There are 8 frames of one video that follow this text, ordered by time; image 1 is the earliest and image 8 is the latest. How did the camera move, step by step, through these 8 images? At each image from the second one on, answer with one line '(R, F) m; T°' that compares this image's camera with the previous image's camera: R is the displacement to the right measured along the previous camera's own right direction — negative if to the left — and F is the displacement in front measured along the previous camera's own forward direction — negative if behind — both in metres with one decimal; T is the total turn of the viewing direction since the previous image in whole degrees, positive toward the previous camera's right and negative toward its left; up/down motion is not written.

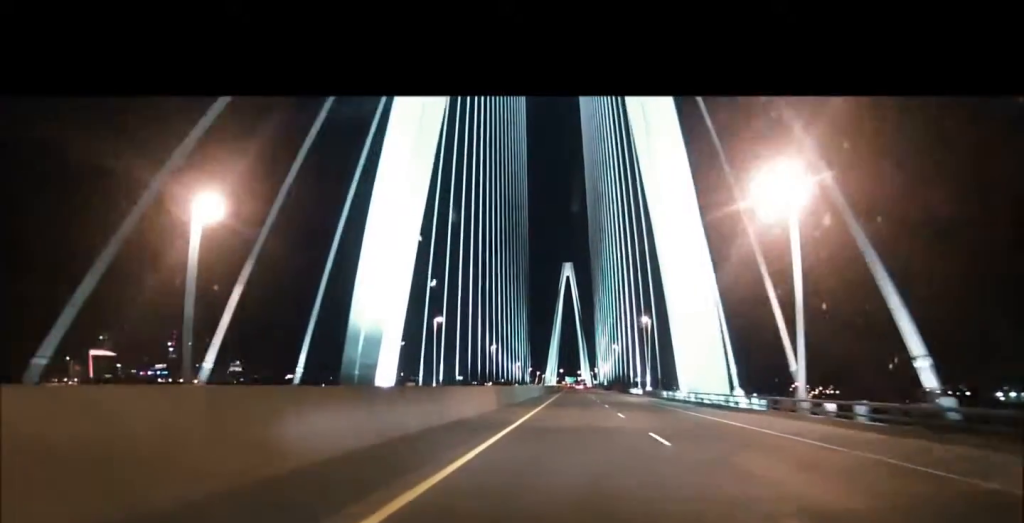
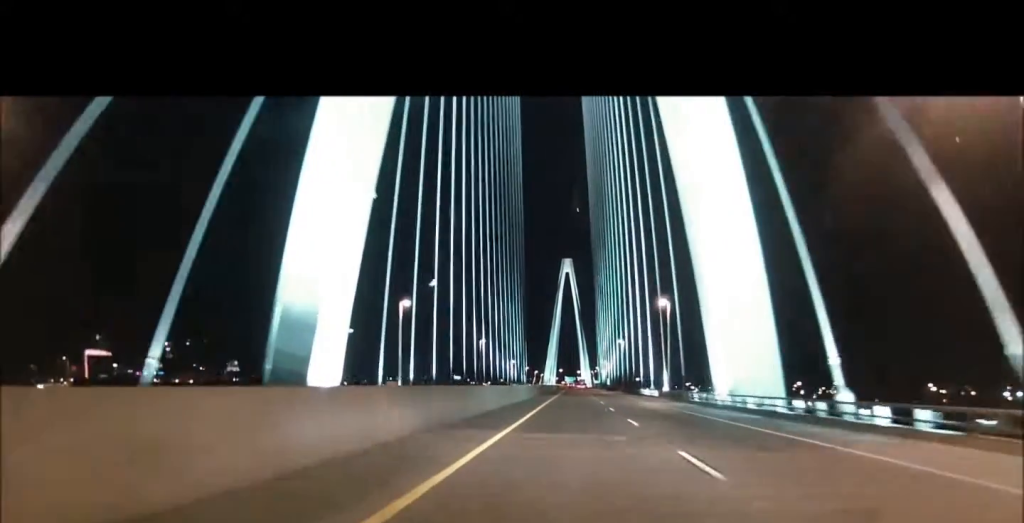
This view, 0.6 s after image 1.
(0.0, +16.3) m; 0°
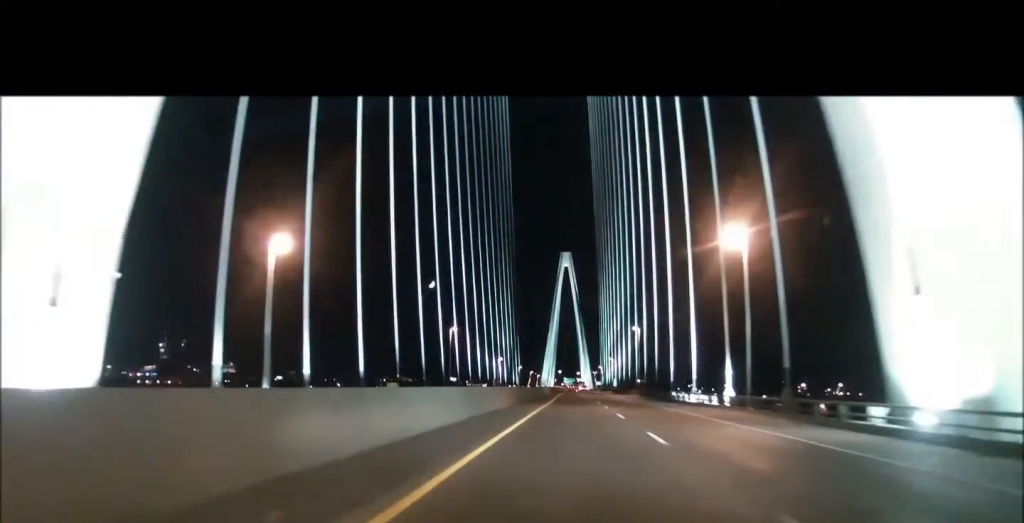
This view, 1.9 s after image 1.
(+0.4, +32.3) m; 0°
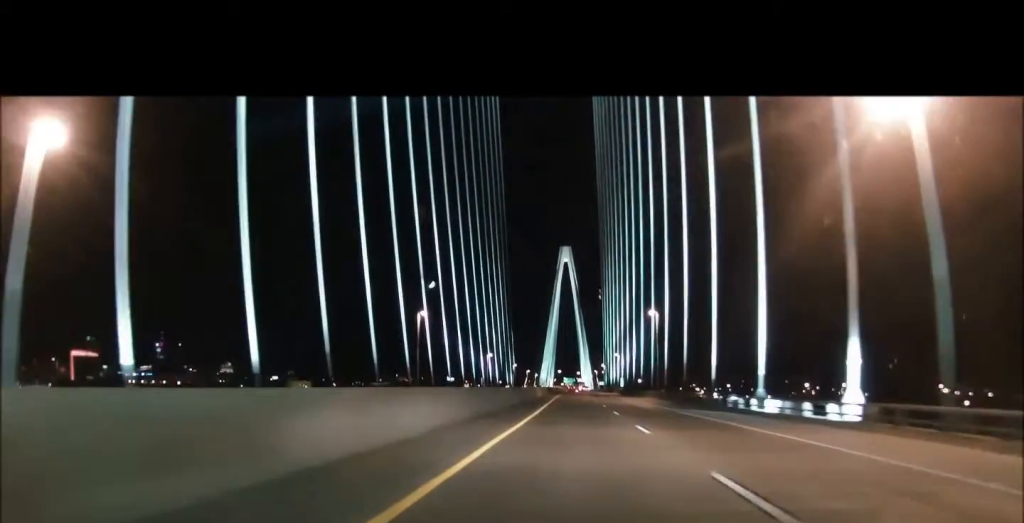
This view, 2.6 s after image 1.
(-0.1, +18.7) m; -1°
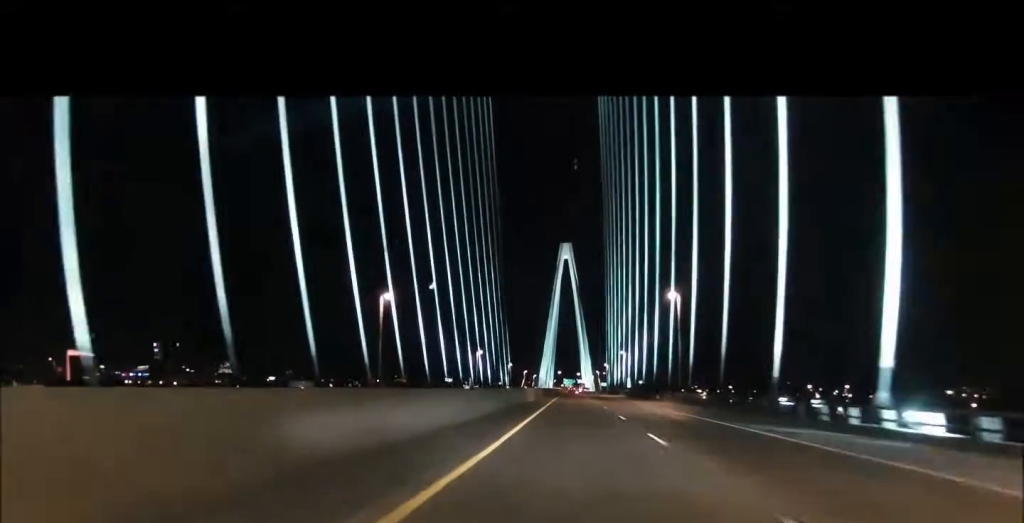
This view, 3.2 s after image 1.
(-0.1, +15.3) m; 0°
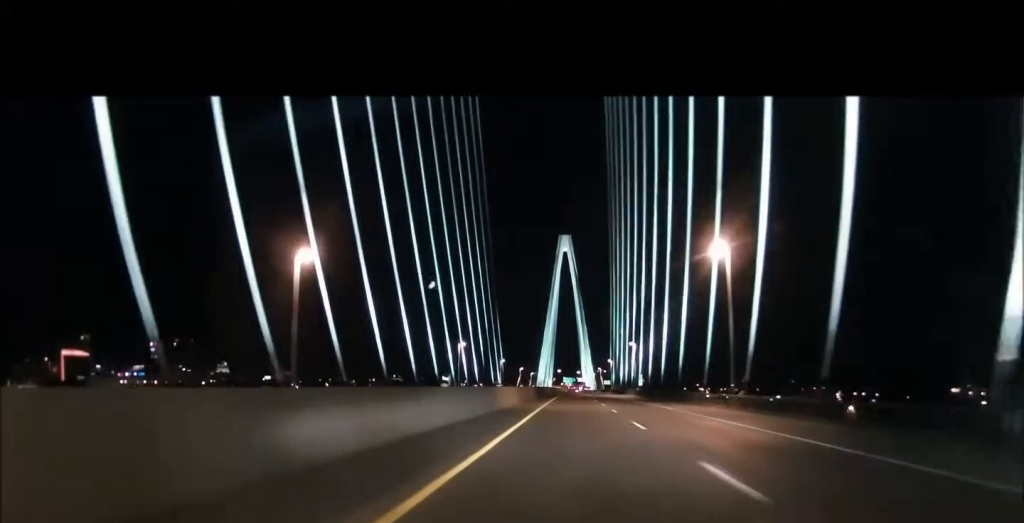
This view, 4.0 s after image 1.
(-0.1, +19.6) m; 0°
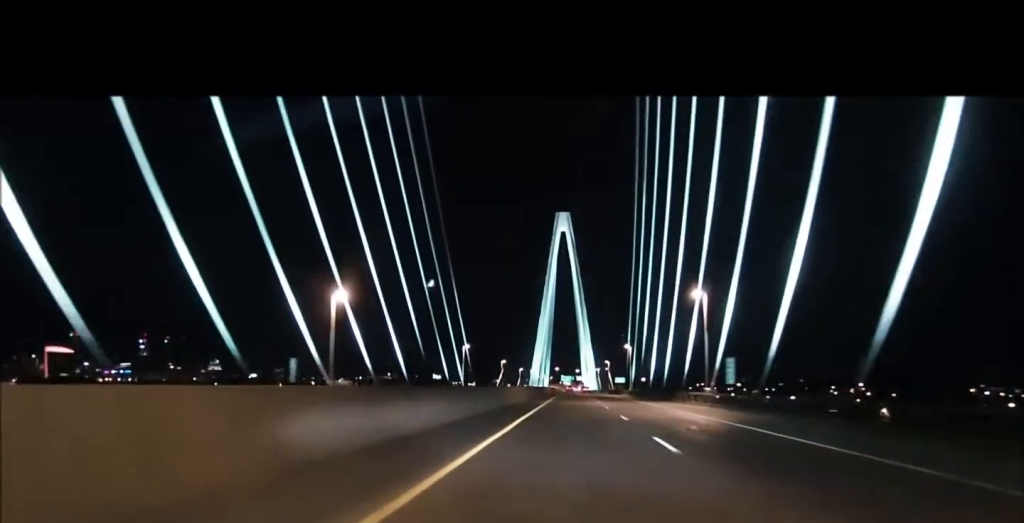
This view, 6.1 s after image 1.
(+0.3, +55.3) m; 0°
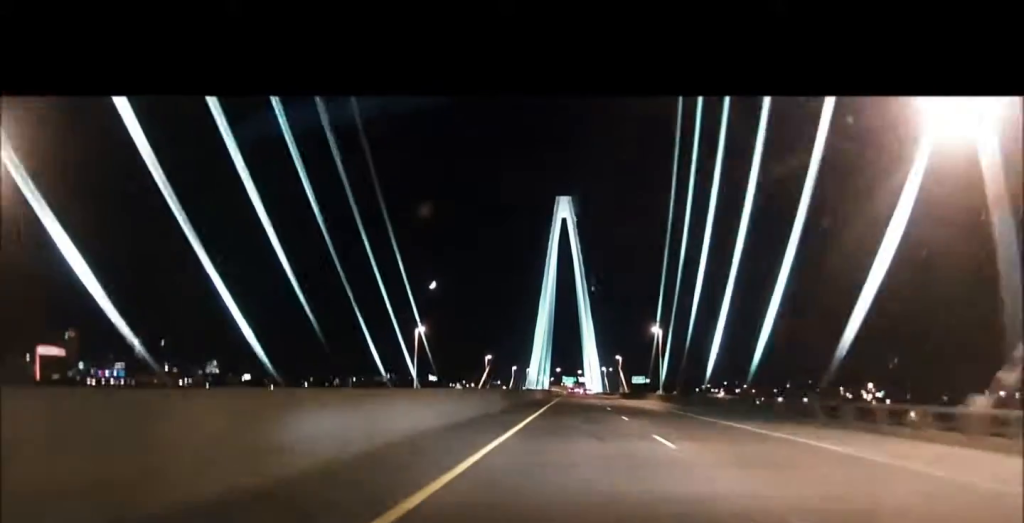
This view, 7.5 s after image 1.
(0.0, +34.6) m; 0°
